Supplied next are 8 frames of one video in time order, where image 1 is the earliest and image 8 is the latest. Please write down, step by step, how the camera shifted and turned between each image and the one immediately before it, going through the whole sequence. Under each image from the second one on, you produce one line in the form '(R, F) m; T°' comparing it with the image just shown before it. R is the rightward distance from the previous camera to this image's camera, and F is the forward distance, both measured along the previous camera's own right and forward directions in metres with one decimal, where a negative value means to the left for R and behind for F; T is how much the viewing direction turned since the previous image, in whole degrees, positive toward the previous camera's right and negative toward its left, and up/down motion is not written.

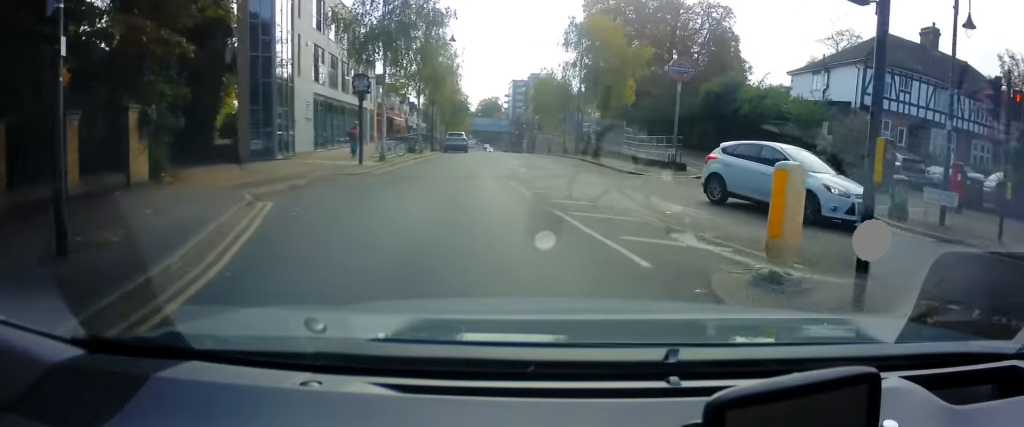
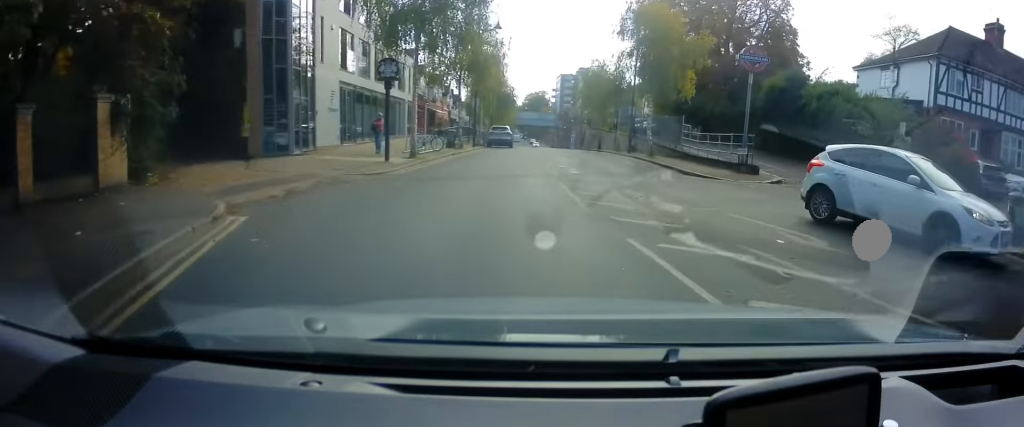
(-0.3, +2.9) m; -10°
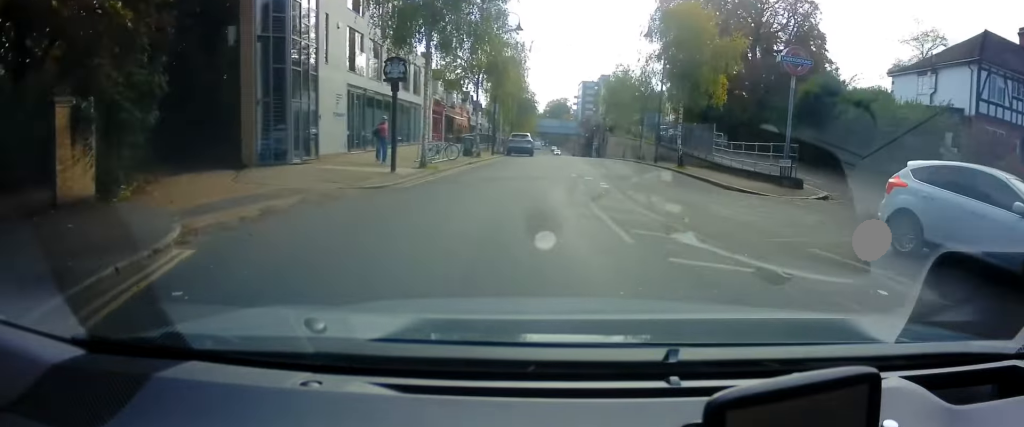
(-0.2, +1.9) m; -1°
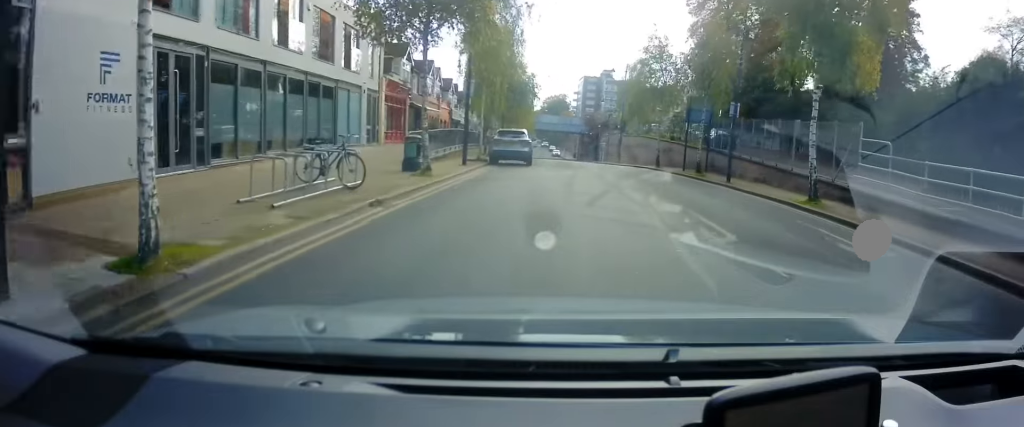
(+0.8, +13.6) m; +5°
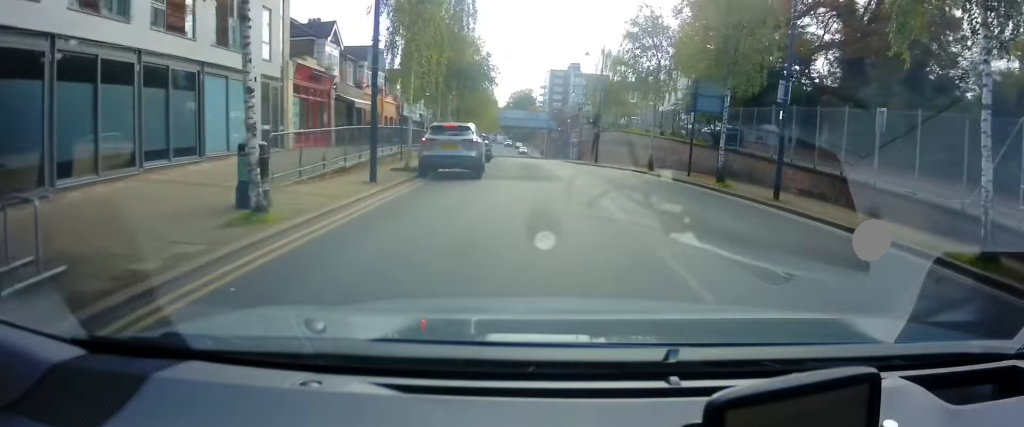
(-0.2, +8.0) m; -2°
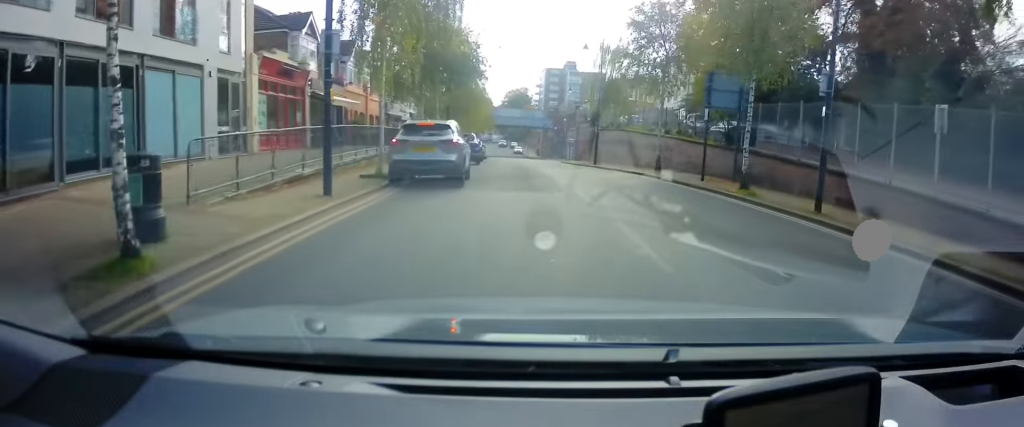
(0.0, +2.9) m; 0°
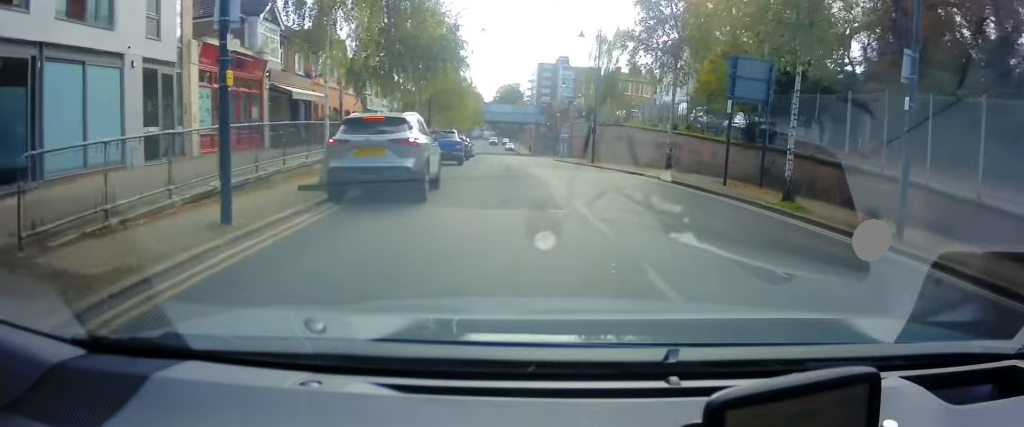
(0.0, +2.8) m; +3°
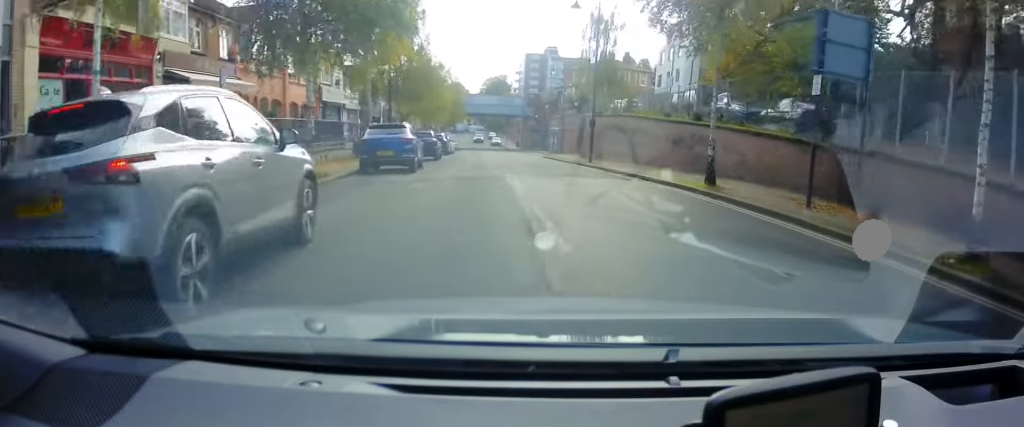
(+0.3, +5.5) m; +5°
